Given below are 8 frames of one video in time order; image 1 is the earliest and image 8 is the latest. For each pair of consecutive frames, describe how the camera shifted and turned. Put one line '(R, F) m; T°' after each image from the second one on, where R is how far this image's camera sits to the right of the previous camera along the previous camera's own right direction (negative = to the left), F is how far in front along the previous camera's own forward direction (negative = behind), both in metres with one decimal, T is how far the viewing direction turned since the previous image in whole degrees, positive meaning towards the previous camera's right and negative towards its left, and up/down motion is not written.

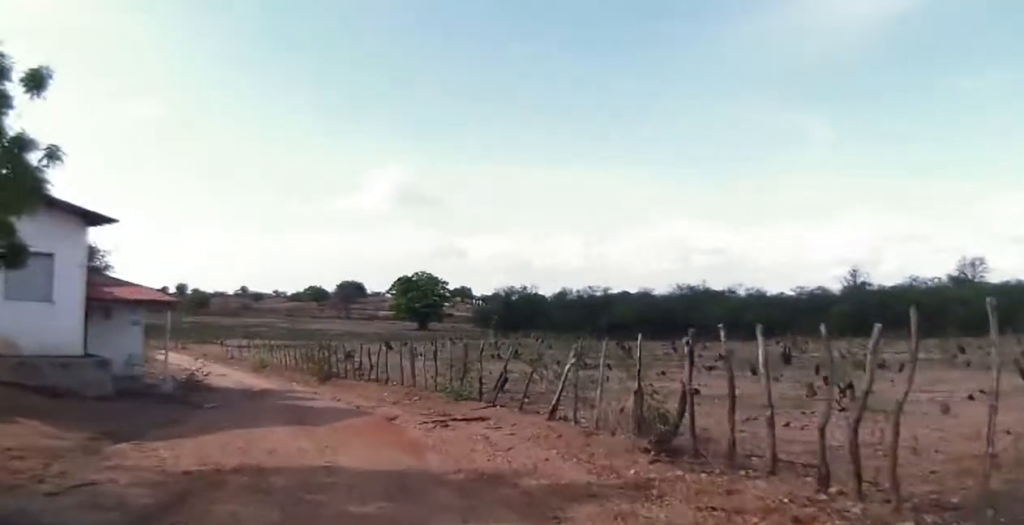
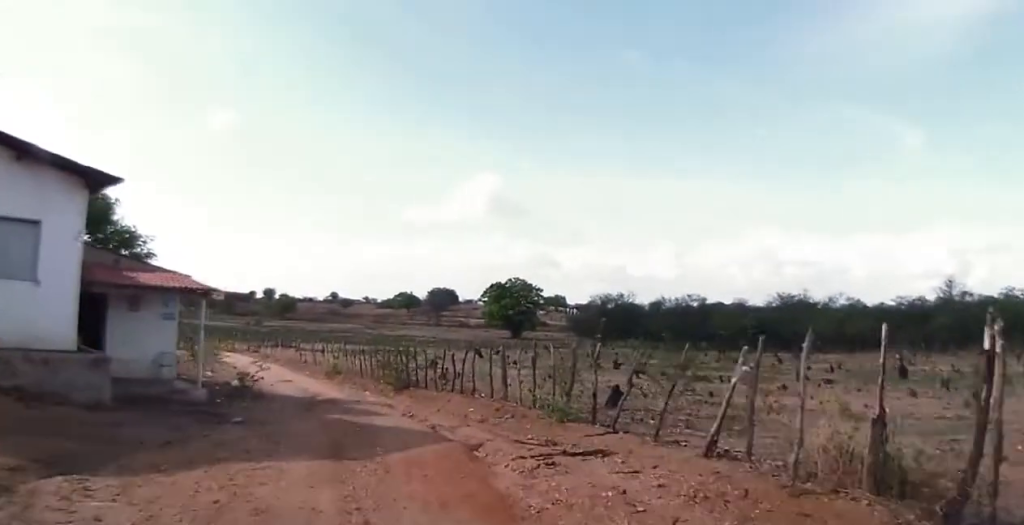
(-0.2, +3.7) m; -7°
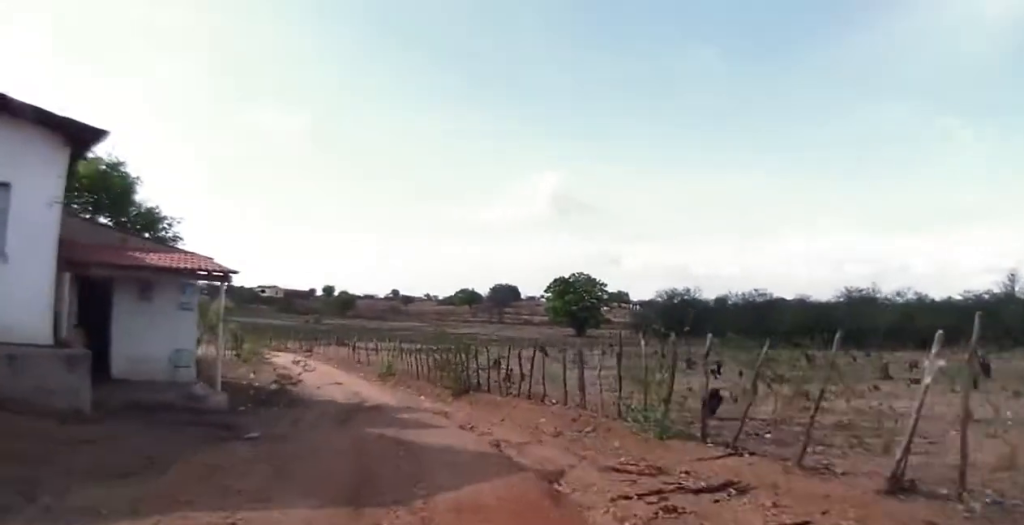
(+0.2, +2.6) m; -6°
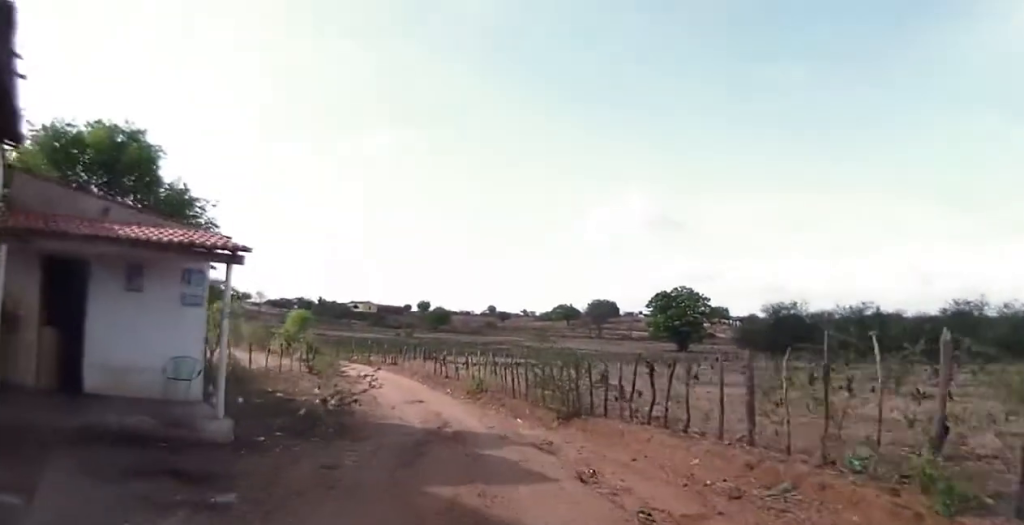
(-0.9, +4.9) m; -10°
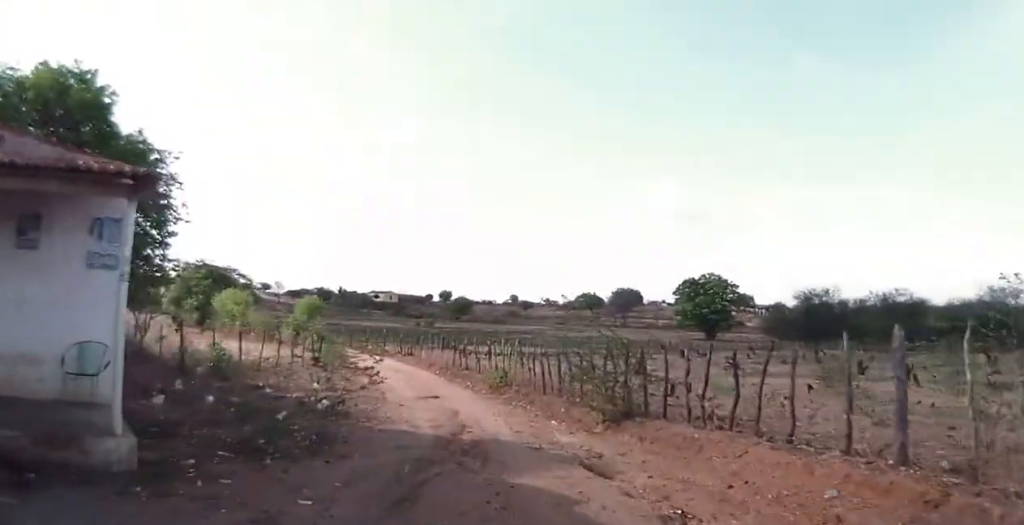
(+0.1, +3.7) m; +1°
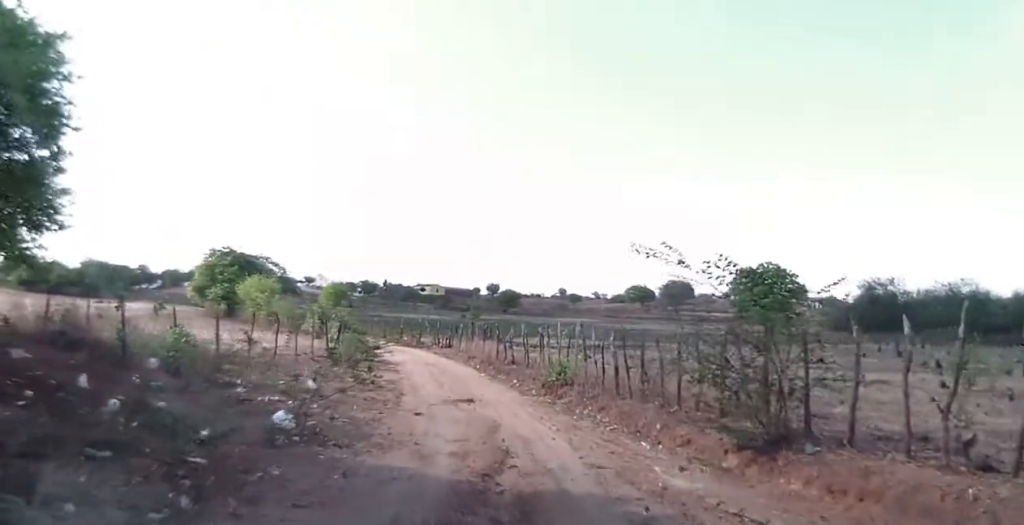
(-0.2, +6.1) m; -4°
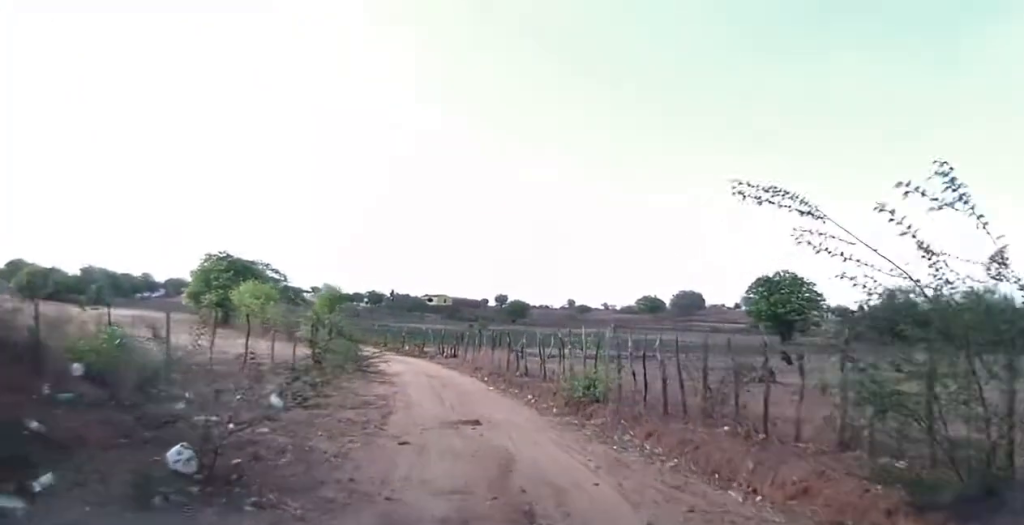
(+0.1, +3.3) m; +5°
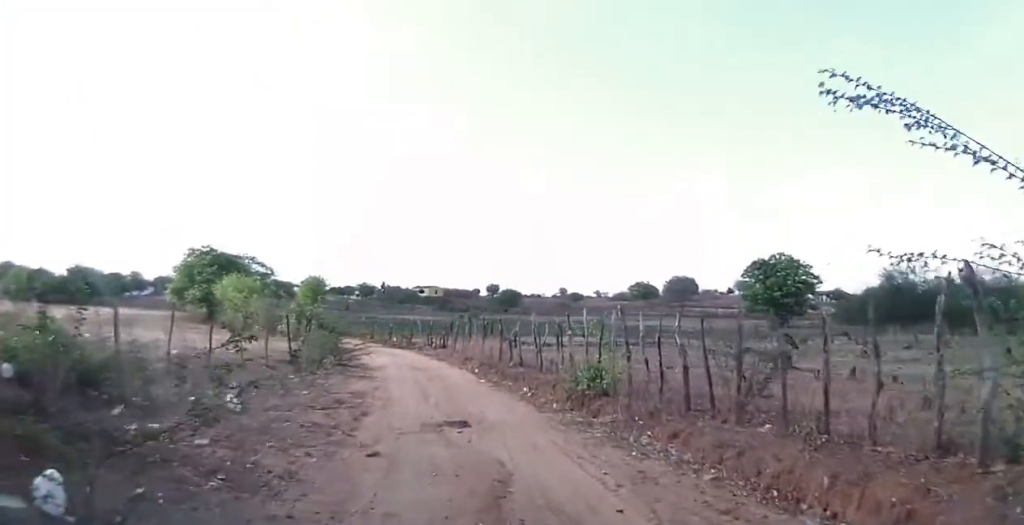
(0.0, +1.3) m; -4°
